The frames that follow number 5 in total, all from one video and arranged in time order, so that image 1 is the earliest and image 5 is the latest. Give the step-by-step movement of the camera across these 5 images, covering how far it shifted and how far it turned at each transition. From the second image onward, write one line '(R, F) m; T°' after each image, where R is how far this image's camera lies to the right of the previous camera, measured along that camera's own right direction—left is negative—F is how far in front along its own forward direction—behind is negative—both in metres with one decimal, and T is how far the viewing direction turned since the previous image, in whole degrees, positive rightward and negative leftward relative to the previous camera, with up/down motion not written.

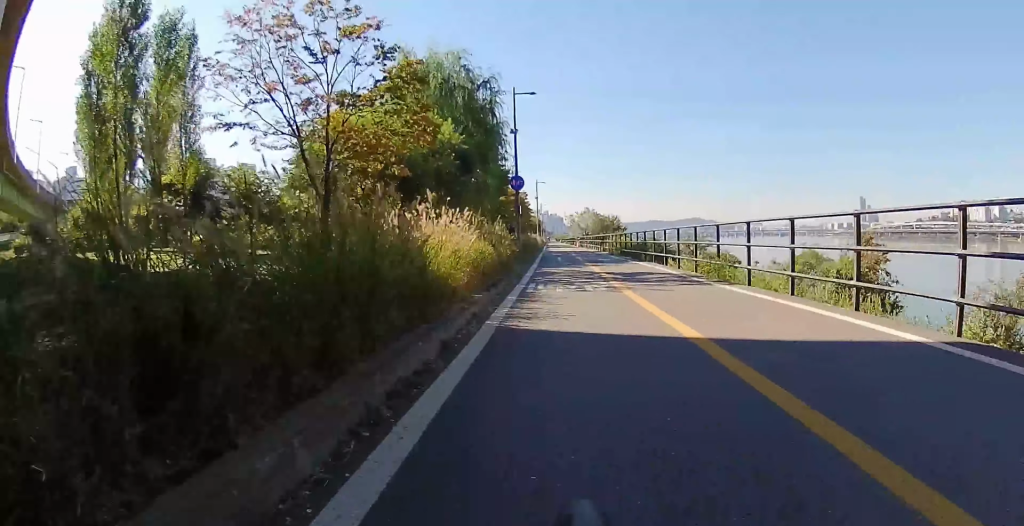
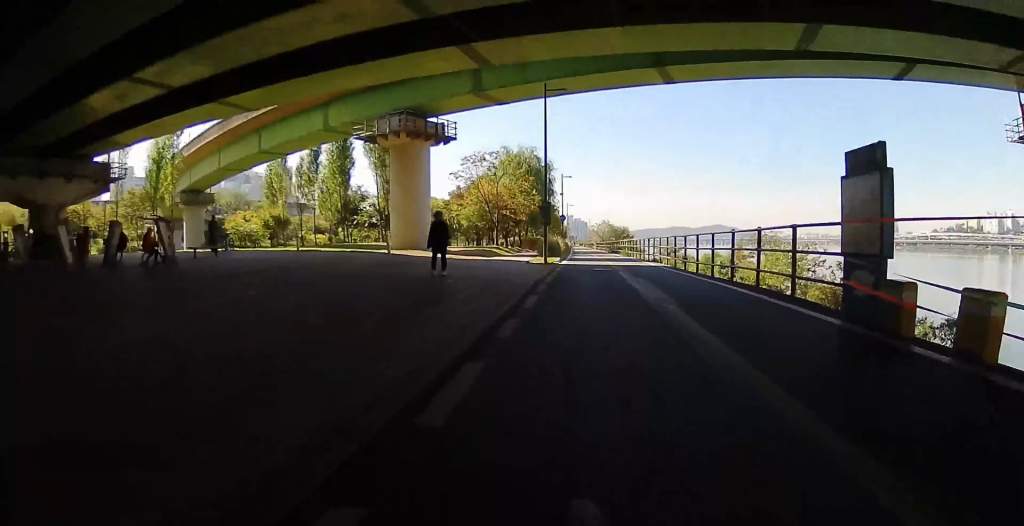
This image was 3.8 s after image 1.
(-0.1, +29.7) m; 0°
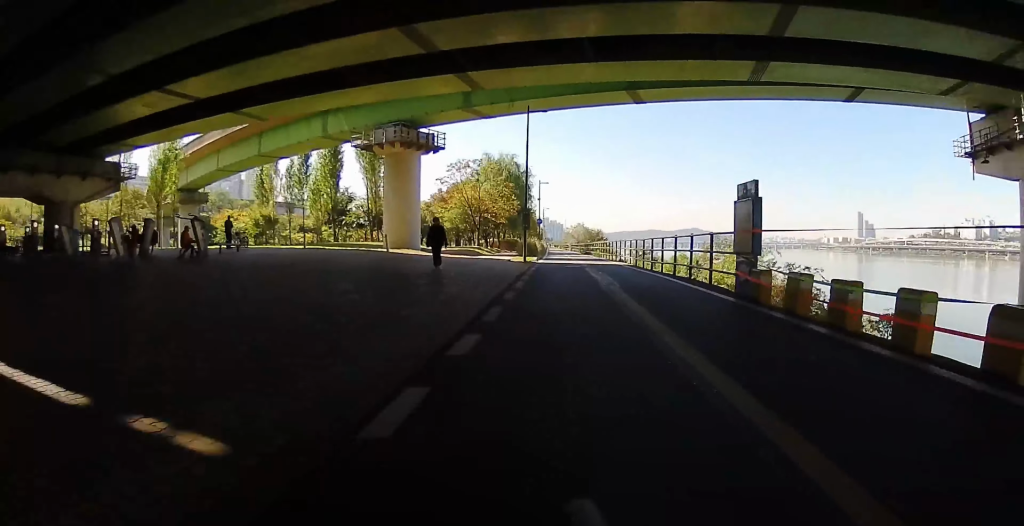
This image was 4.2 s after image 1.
(0.0, +3.7) m; 0°
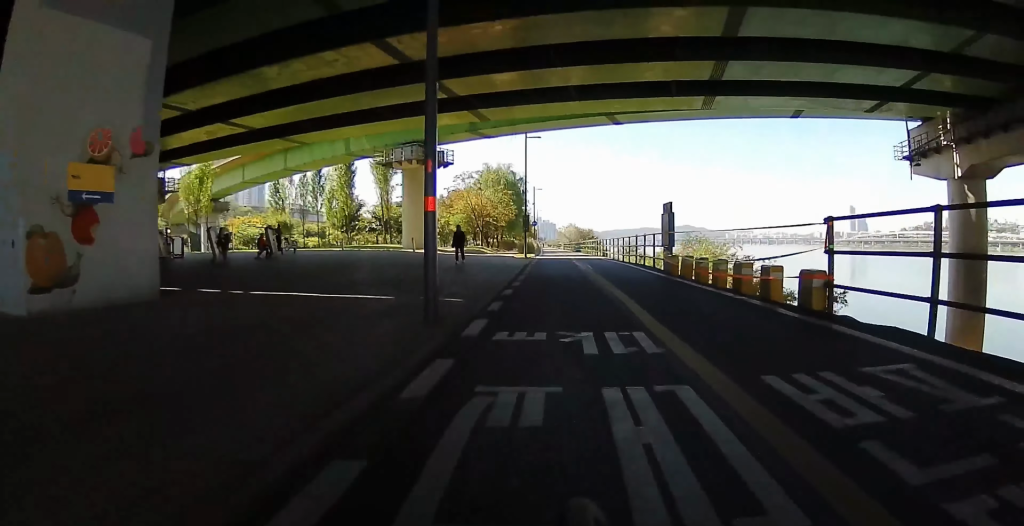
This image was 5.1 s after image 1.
(0.0, +6.8) m; +4°
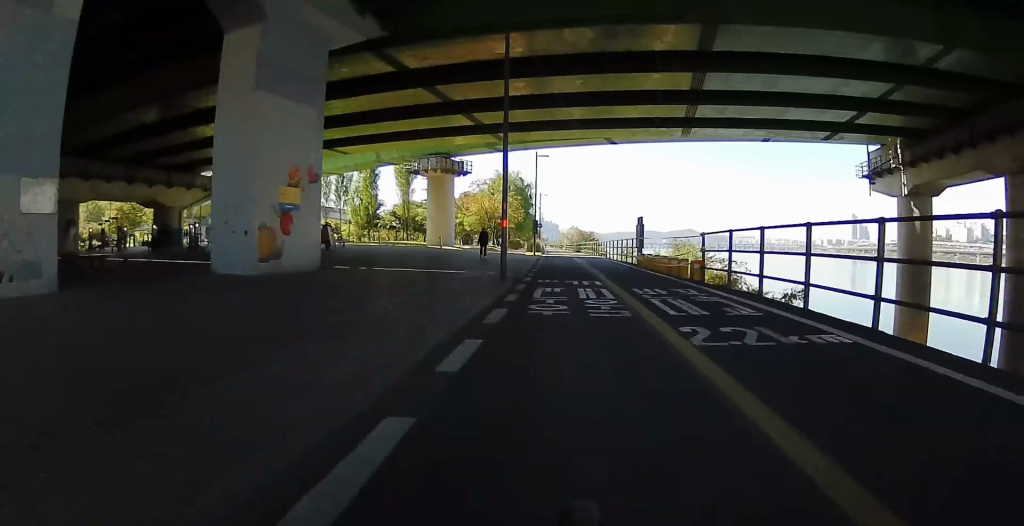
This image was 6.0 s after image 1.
(+0.5, +7.2) m; 0°
